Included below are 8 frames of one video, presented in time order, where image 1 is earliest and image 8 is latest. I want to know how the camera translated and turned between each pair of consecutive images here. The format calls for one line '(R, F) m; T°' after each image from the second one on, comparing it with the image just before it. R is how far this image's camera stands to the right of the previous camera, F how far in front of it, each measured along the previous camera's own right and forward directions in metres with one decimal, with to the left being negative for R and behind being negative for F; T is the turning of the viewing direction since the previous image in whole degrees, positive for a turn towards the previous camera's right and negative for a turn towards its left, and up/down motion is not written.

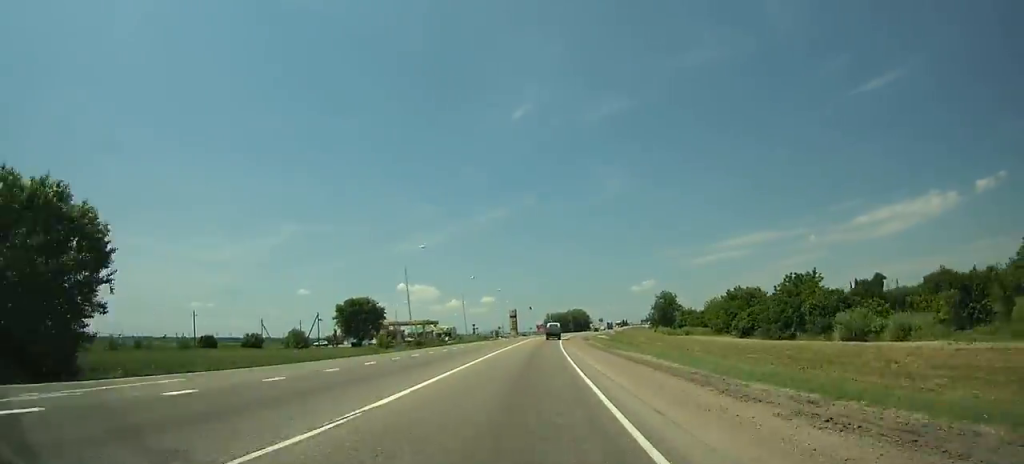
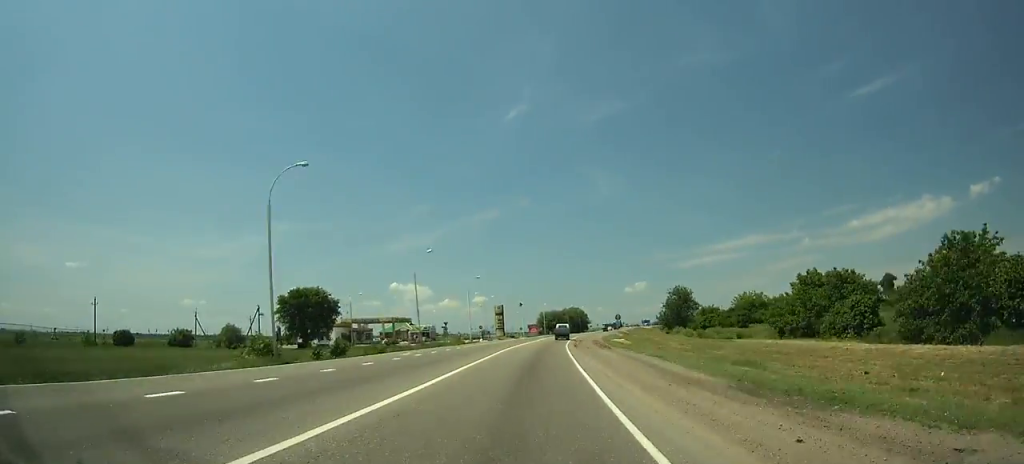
(+0.2, +29.7) m; +1°
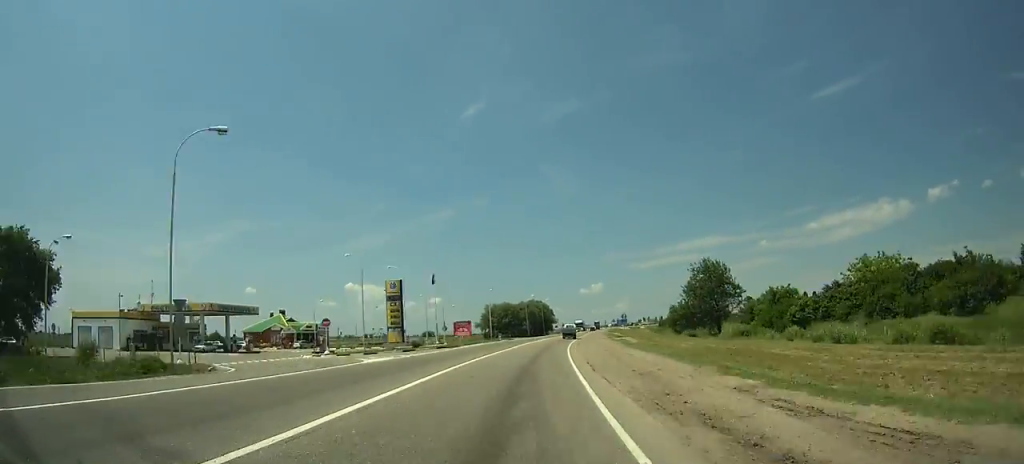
(+2.1, +66.6) m; +4°
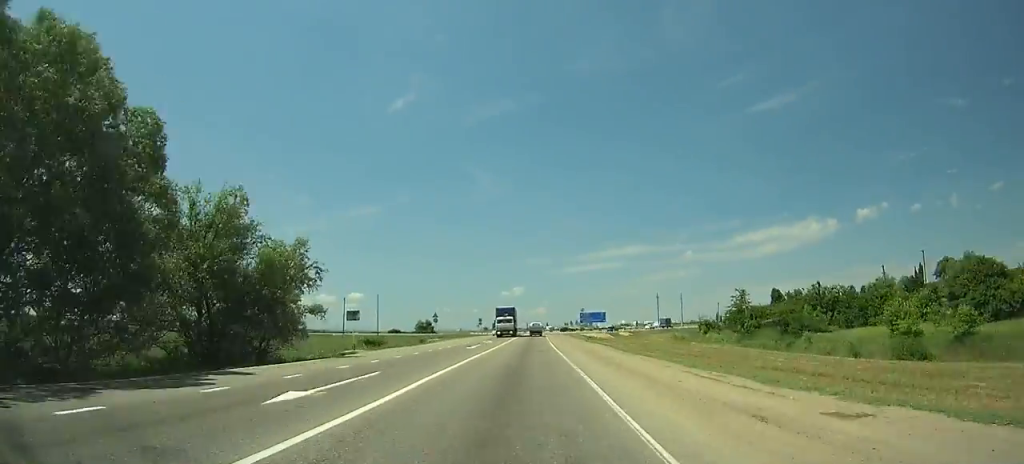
(+12.0, +161.4) m; +7°
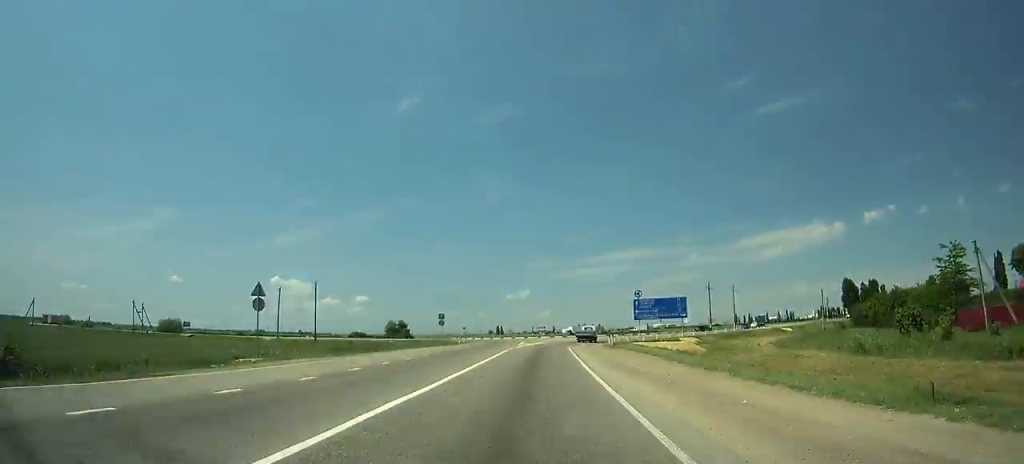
(+0.6, +55.3) m; +1°
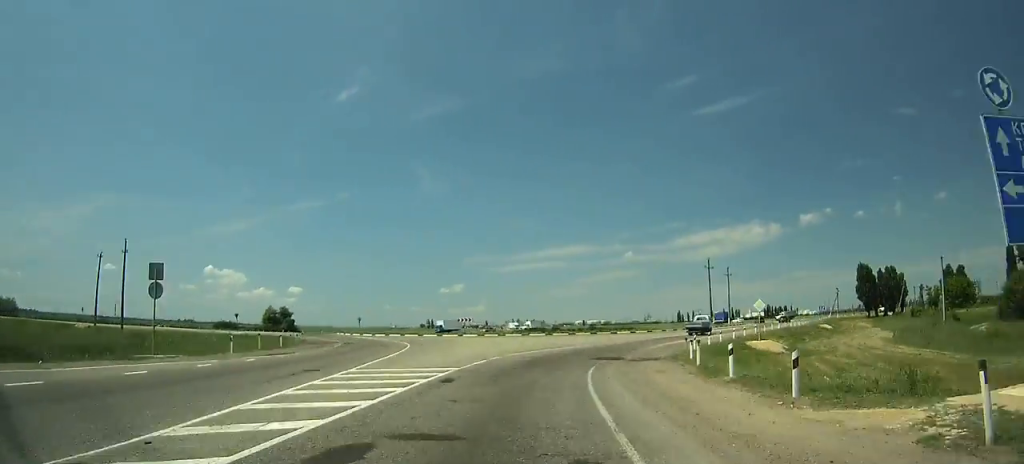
(+0.3, +47.8) m; +7°
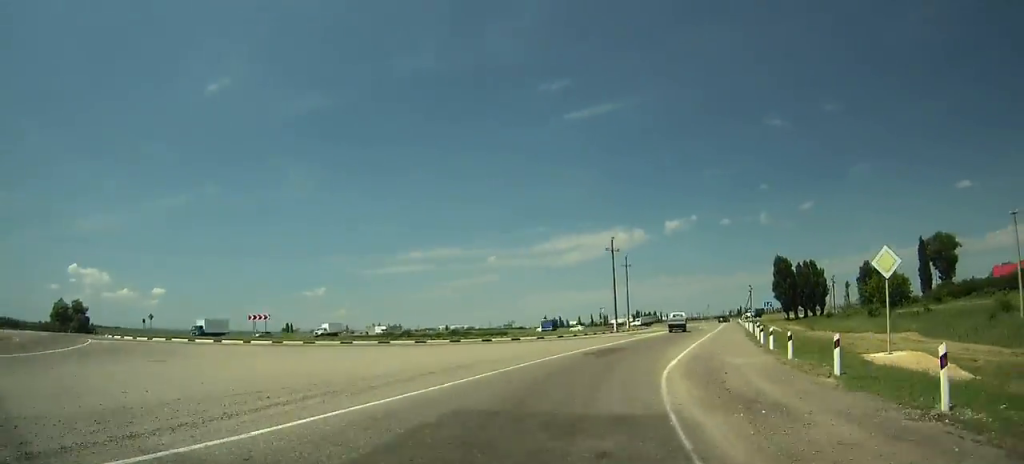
(+3.5, +28.8) m; +11°
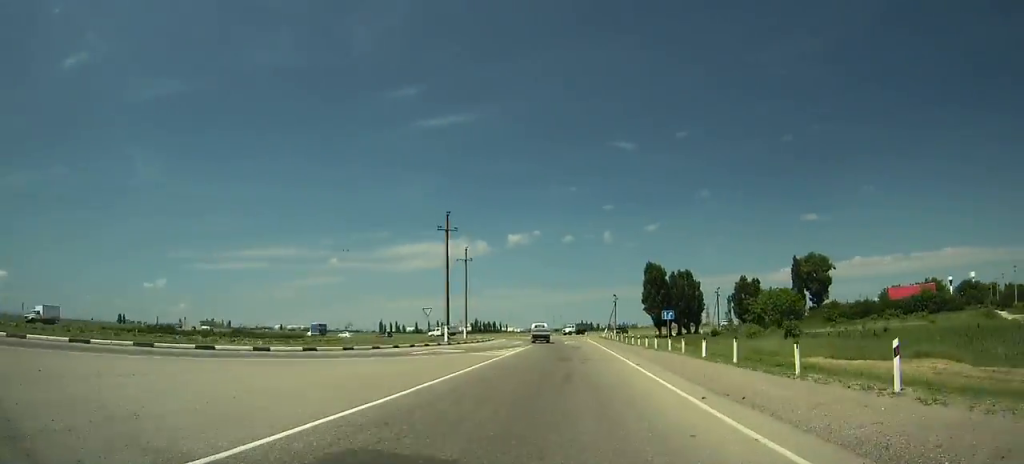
(+1.0, +23.7) m; +8°
